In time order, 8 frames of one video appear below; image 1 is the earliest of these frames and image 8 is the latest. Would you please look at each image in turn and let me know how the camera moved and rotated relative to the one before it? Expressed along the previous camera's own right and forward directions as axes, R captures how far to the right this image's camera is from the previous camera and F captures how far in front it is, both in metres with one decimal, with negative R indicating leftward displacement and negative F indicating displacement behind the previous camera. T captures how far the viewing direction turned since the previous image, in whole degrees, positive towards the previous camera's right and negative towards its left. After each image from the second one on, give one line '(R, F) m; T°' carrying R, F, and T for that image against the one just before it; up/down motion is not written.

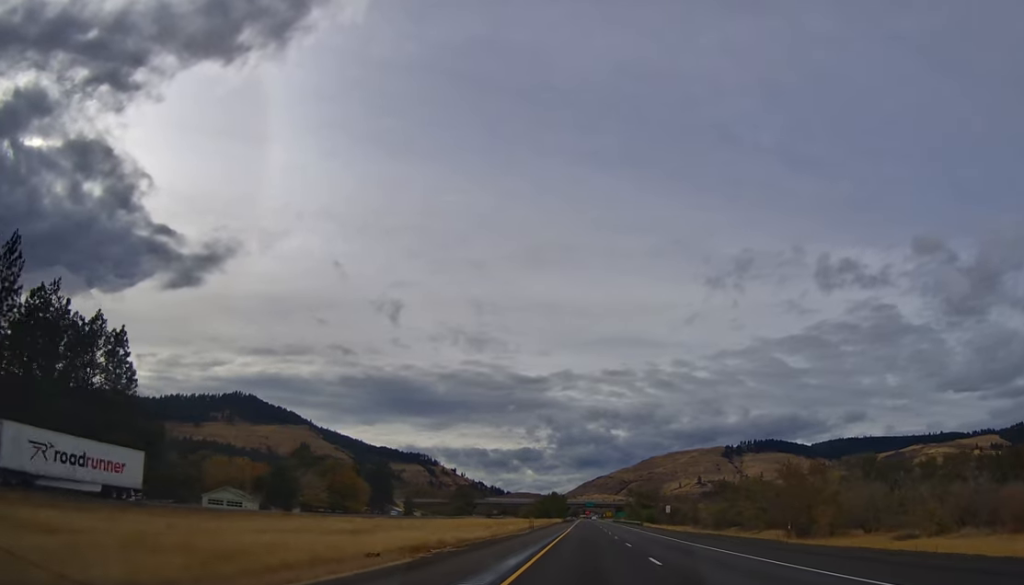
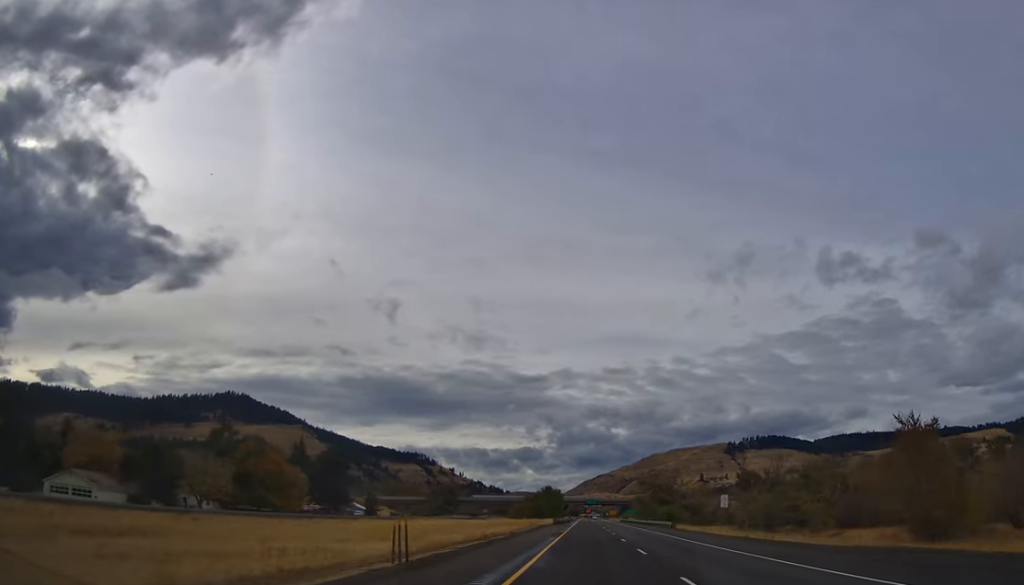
(0.0, +43.4) m; -1°
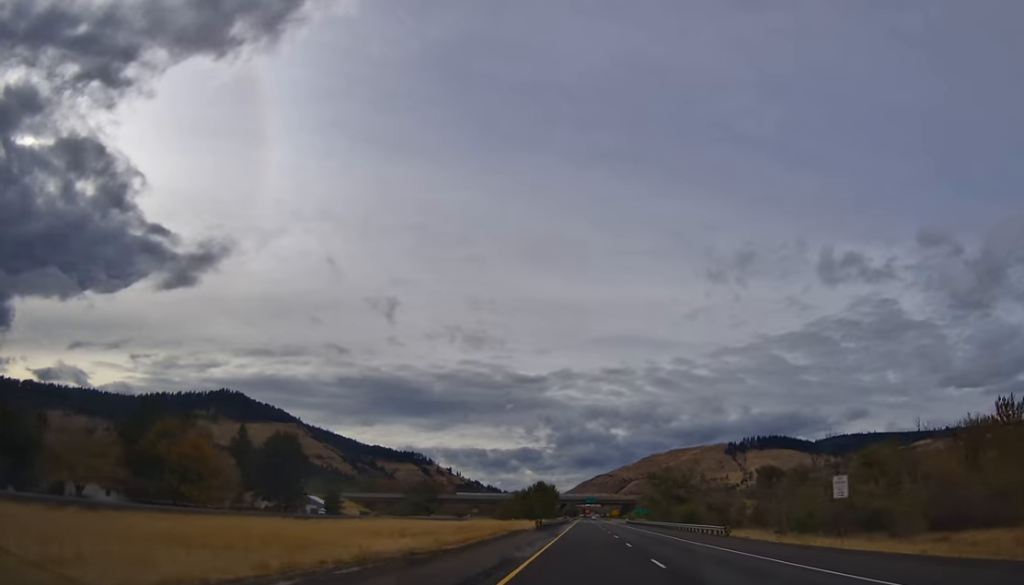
(-0.6, +30.4) m; +1°
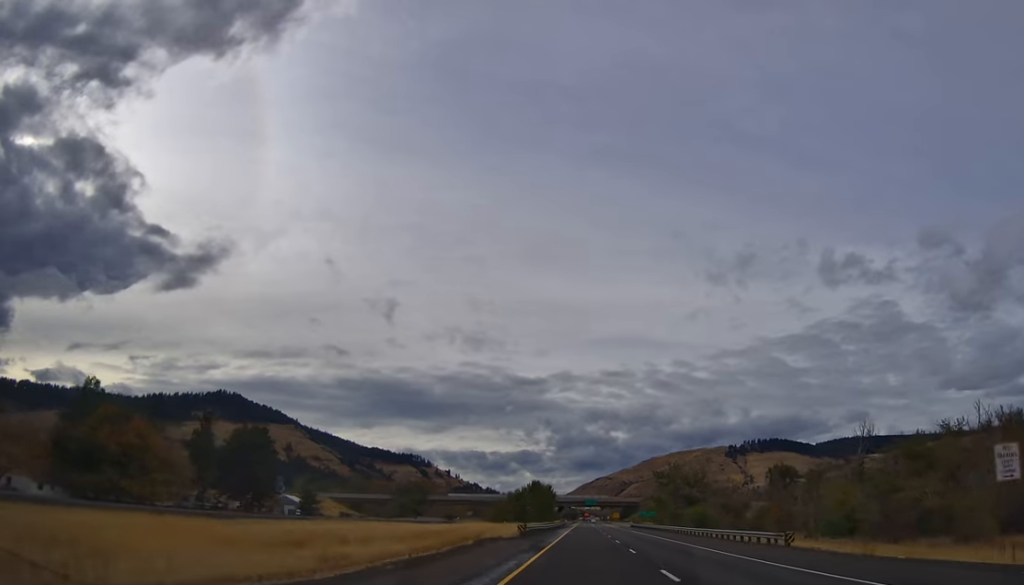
(+0.4, +15.2) m; 0°
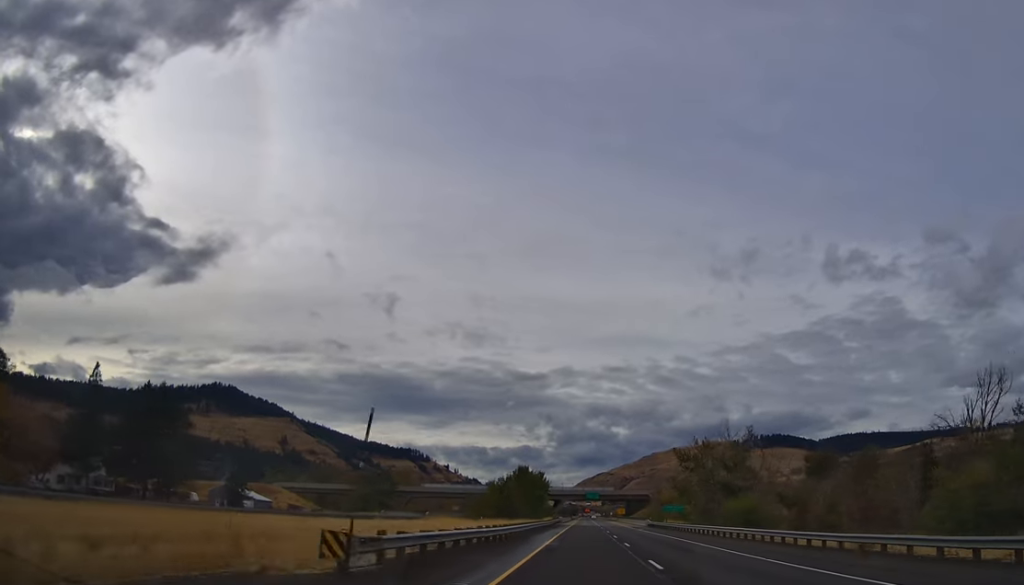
(+0.1, +33.6) m; 0°
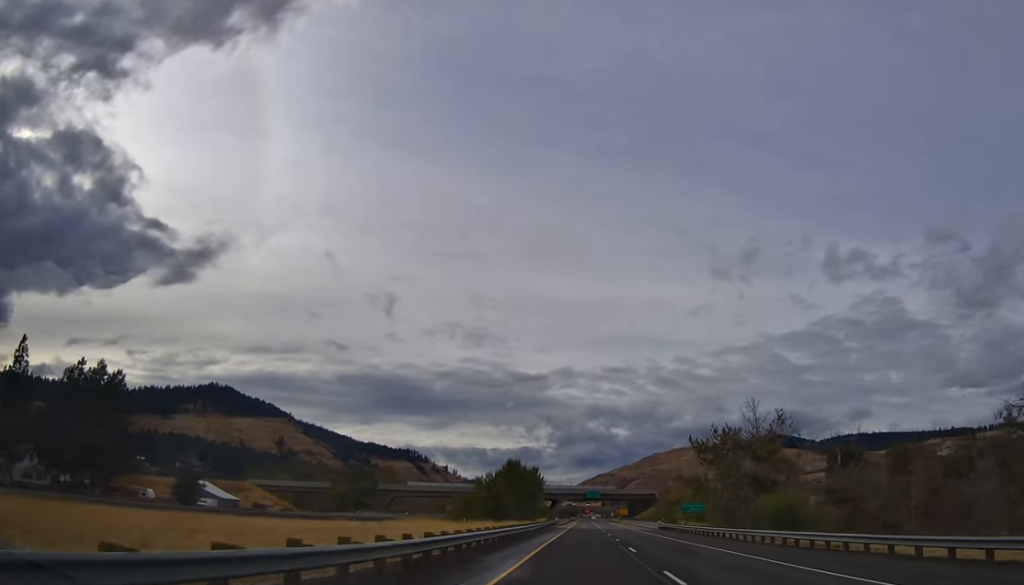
(-0.4, +16.2) m; 0°
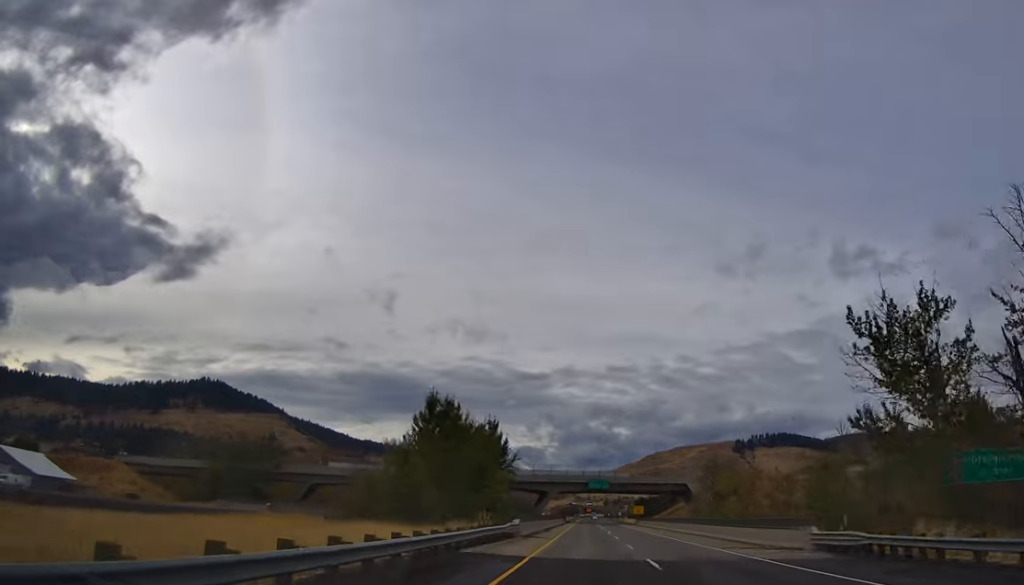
(+0.9, +55.2) m; 0°
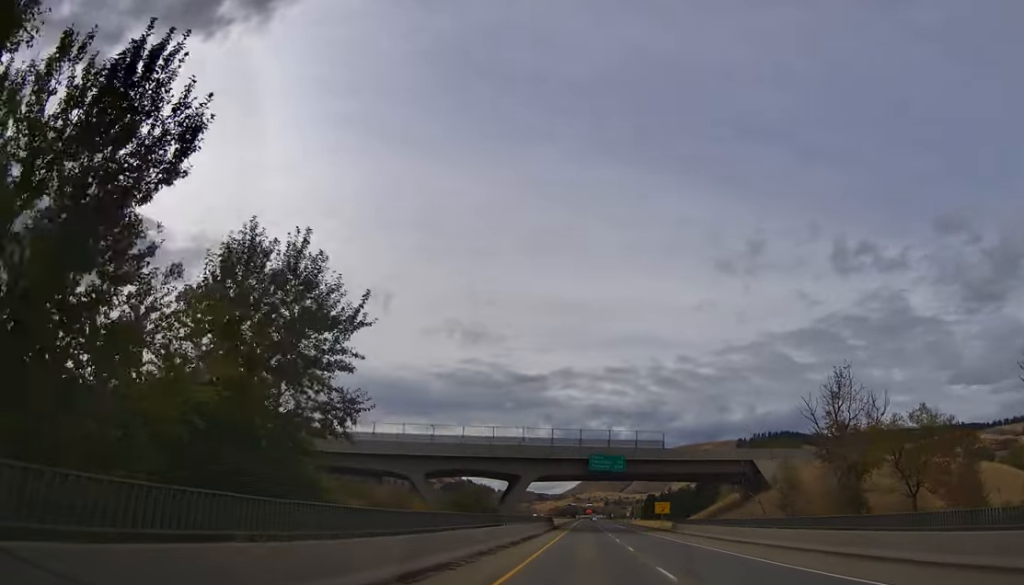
(-0.6, +50.9) m; 0°
